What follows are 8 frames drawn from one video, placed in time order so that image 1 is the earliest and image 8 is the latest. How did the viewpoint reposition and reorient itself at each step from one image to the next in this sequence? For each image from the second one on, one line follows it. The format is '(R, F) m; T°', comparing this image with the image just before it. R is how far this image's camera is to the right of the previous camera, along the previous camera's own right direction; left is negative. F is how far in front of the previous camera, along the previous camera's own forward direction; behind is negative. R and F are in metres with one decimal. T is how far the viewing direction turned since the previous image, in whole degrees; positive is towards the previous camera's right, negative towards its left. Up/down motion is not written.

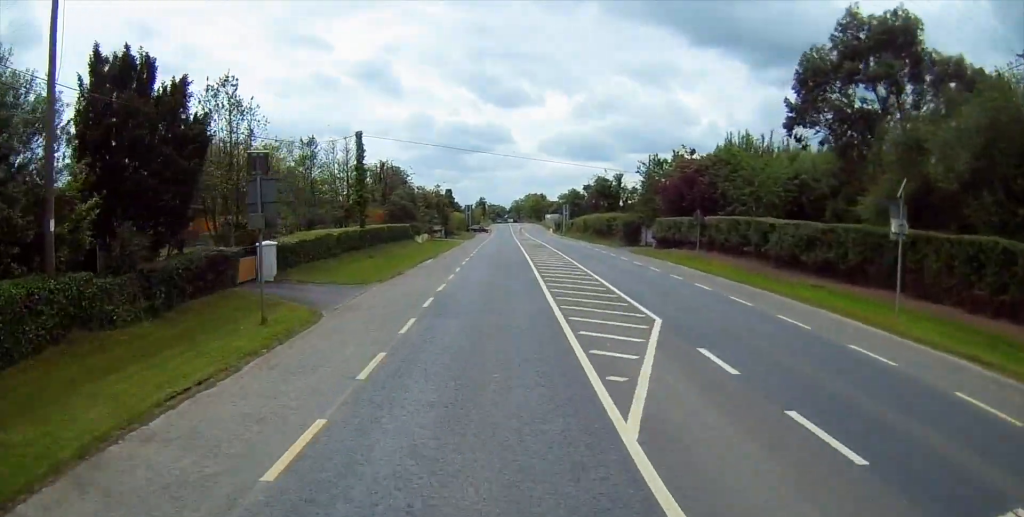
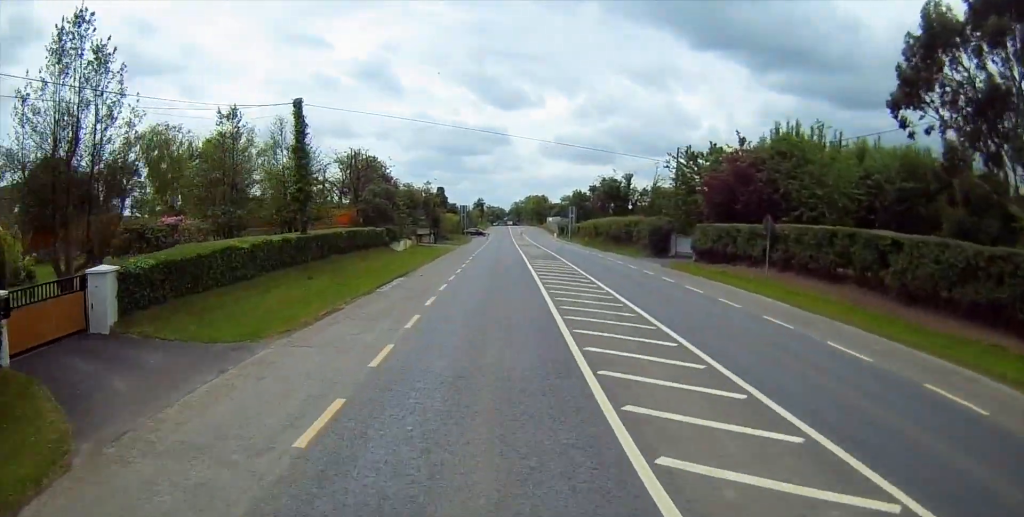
(-0.5, +13.6) m; +3°
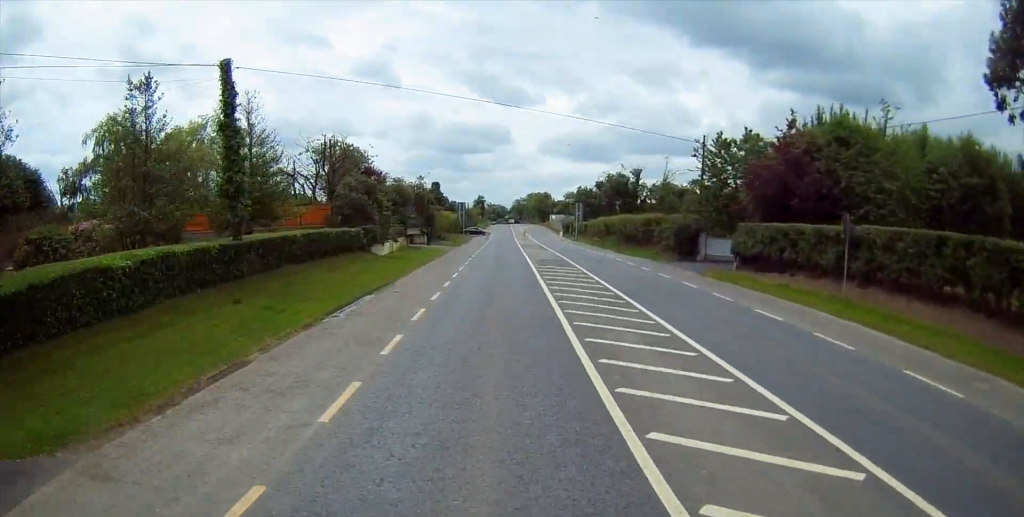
(+0.1, +8.5) m; +2°
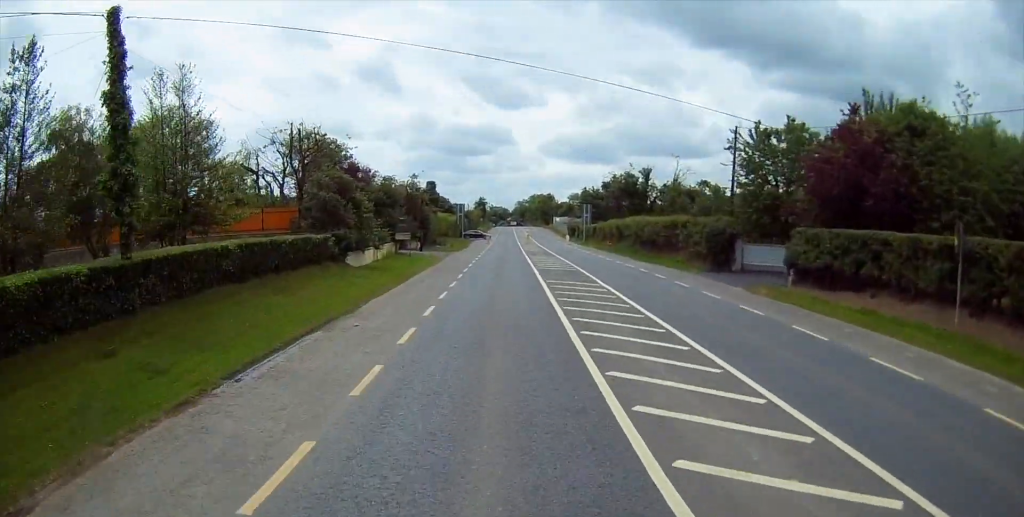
(+0.8, +7.6) m; +2°
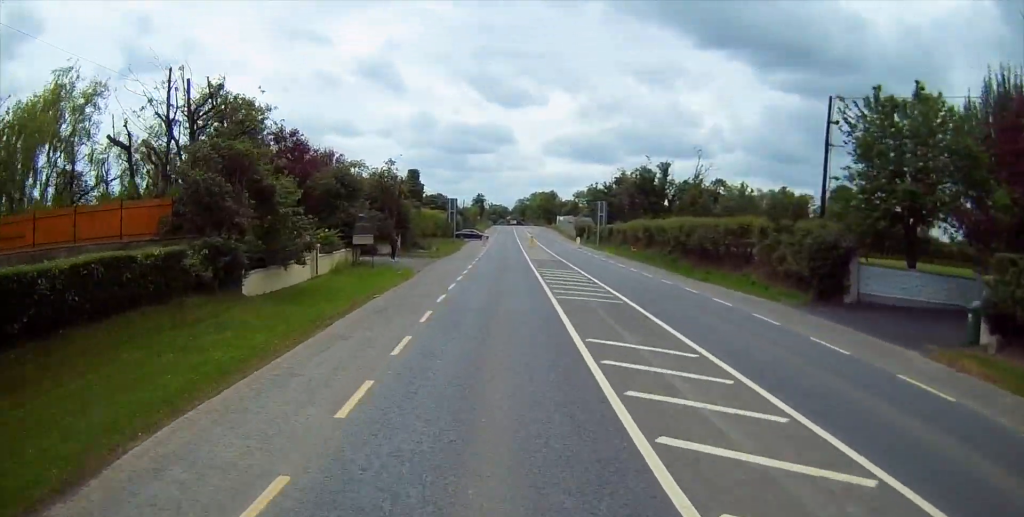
(+0.4, +14.8) m; 0°
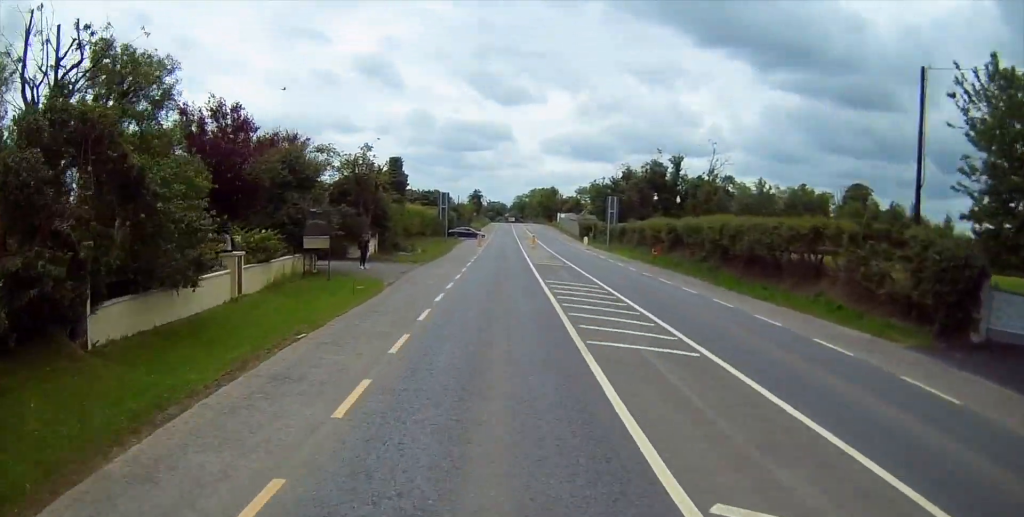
(-0.3, +9.0) m; -1°
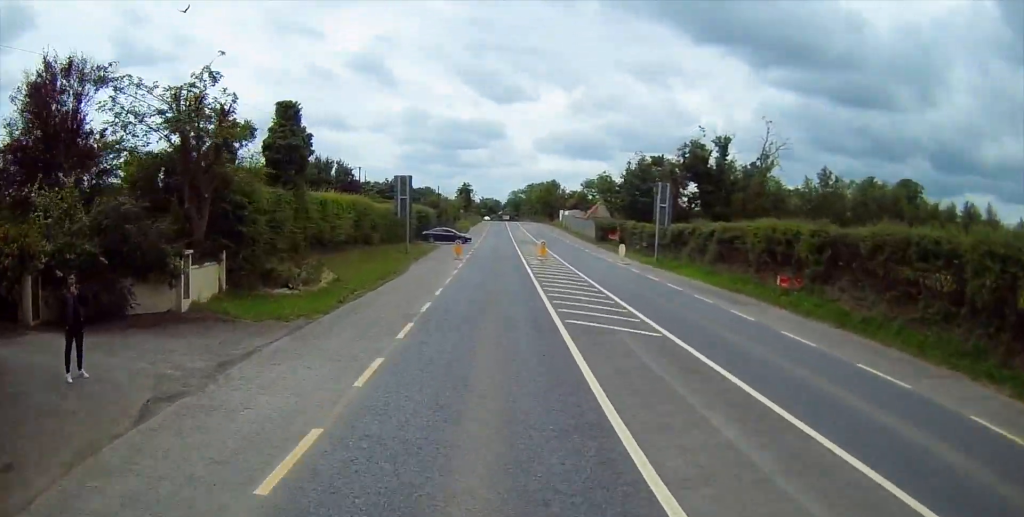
(-0.2, +23.9) m; -1°
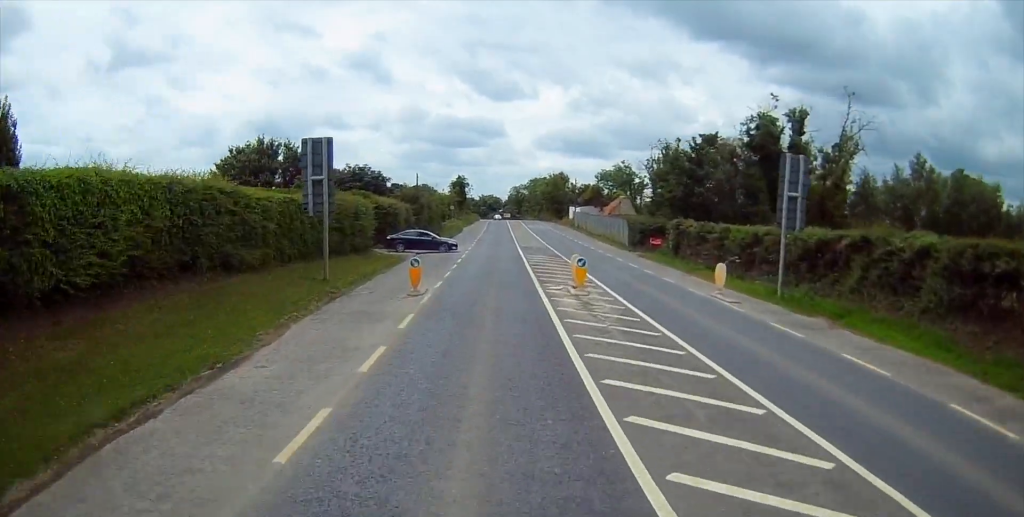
(-0.1, +20.2) m; 0°
